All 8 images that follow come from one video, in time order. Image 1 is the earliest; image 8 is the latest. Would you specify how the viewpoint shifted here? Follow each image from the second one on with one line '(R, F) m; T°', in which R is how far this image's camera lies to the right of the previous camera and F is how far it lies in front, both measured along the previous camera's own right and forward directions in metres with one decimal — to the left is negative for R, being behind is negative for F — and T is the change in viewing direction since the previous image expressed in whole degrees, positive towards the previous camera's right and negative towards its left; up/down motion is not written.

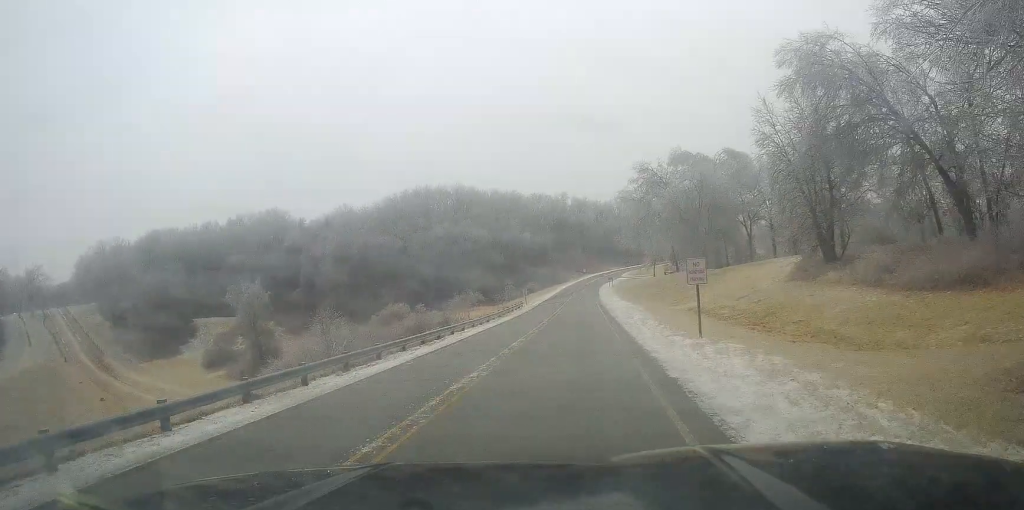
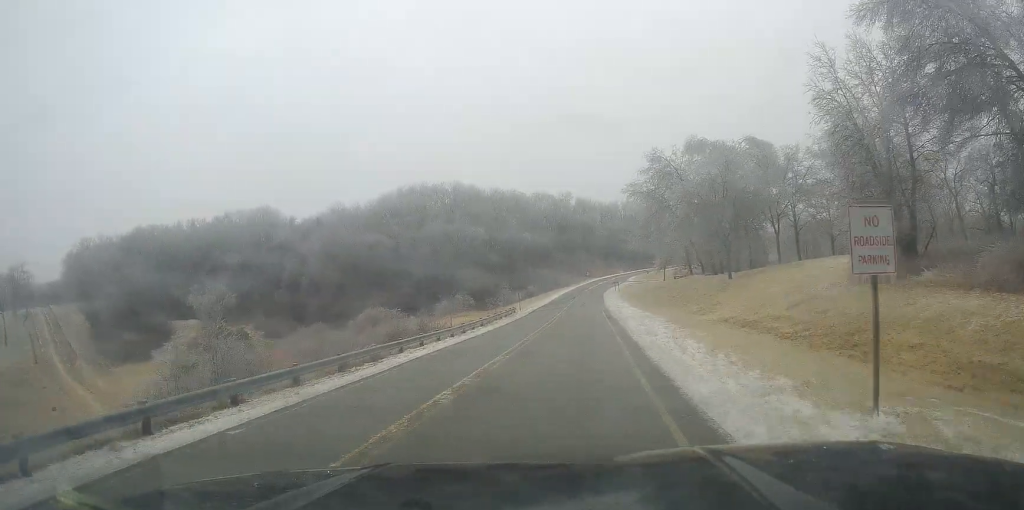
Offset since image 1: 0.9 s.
(-0.4, +12.3) m; -2°
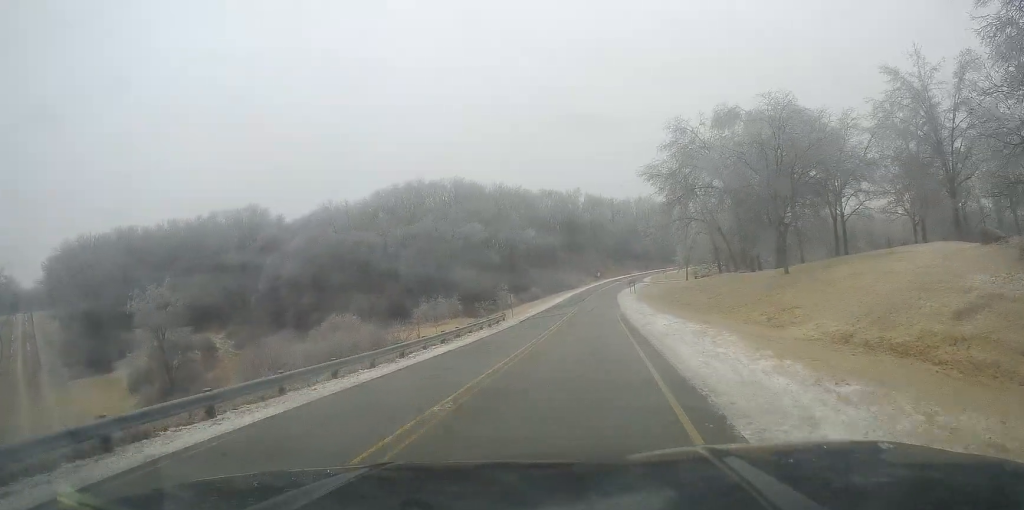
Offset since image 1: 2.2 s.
(+0.2, +16.8) m; +3°
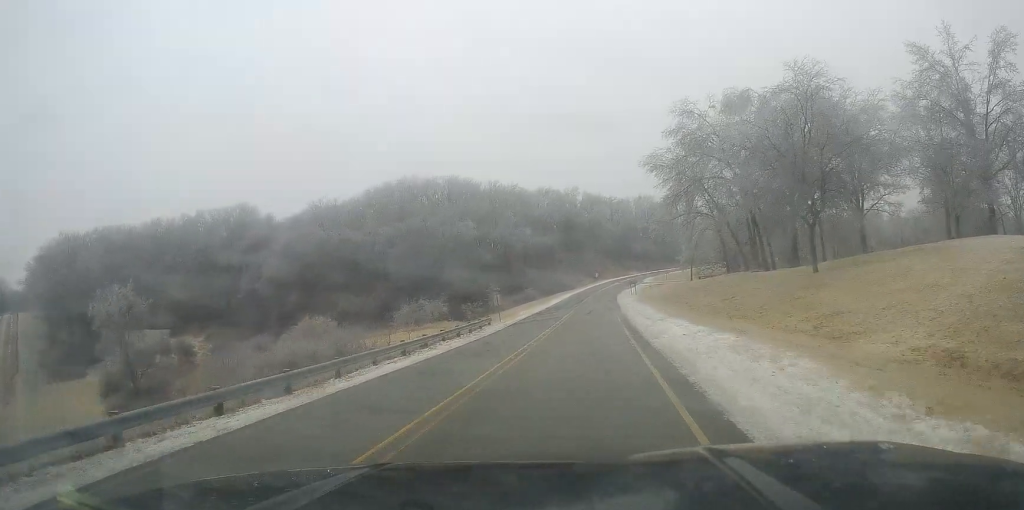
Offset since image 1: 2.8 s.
(+0.3, +7.2) m; +1°
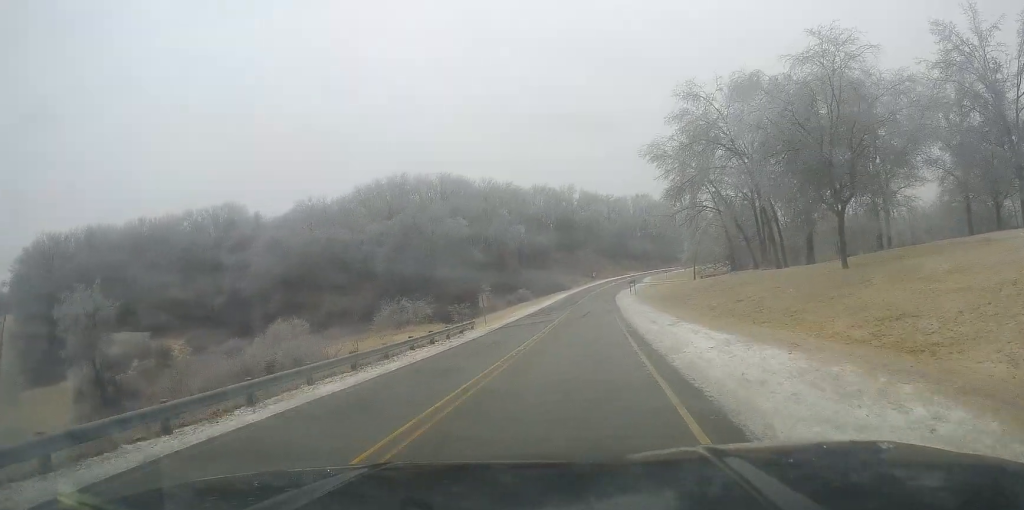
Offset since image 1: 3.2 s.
(-0.1, +5.8) m; -1°
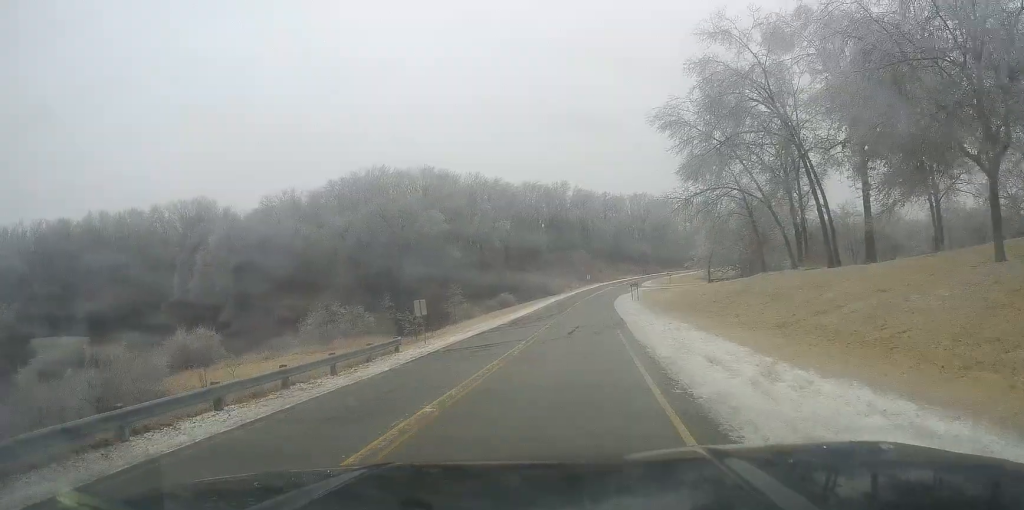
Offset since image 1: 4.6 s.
(-0.3, +16.3) m; -2°
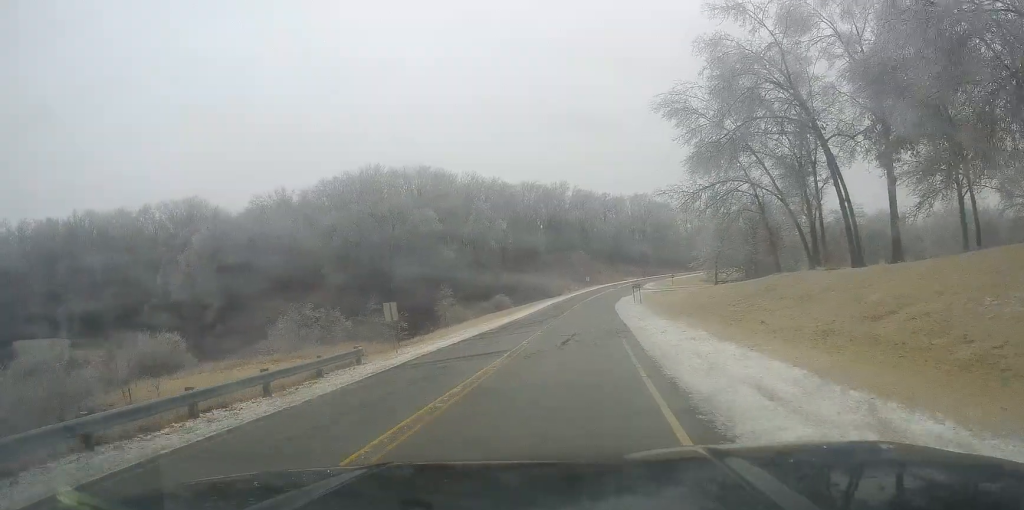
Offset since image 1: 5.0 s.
(0.0, +4.9) m; 0°
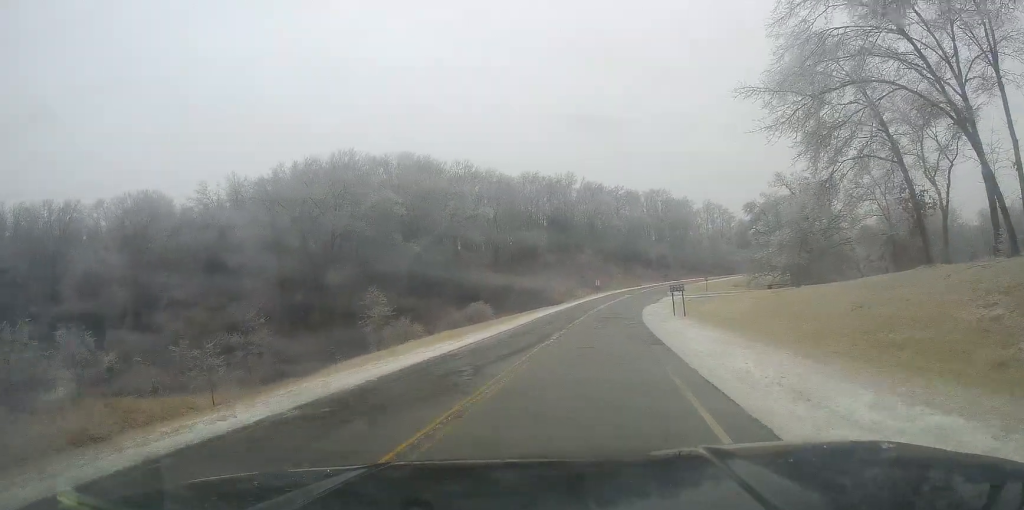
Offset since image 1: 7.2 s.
(-0.1, +27.1) m; +1°
